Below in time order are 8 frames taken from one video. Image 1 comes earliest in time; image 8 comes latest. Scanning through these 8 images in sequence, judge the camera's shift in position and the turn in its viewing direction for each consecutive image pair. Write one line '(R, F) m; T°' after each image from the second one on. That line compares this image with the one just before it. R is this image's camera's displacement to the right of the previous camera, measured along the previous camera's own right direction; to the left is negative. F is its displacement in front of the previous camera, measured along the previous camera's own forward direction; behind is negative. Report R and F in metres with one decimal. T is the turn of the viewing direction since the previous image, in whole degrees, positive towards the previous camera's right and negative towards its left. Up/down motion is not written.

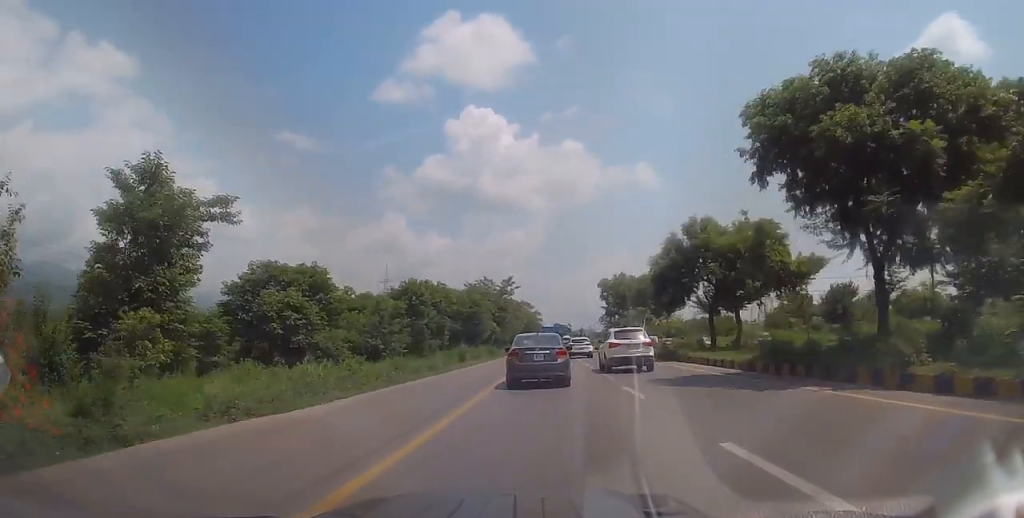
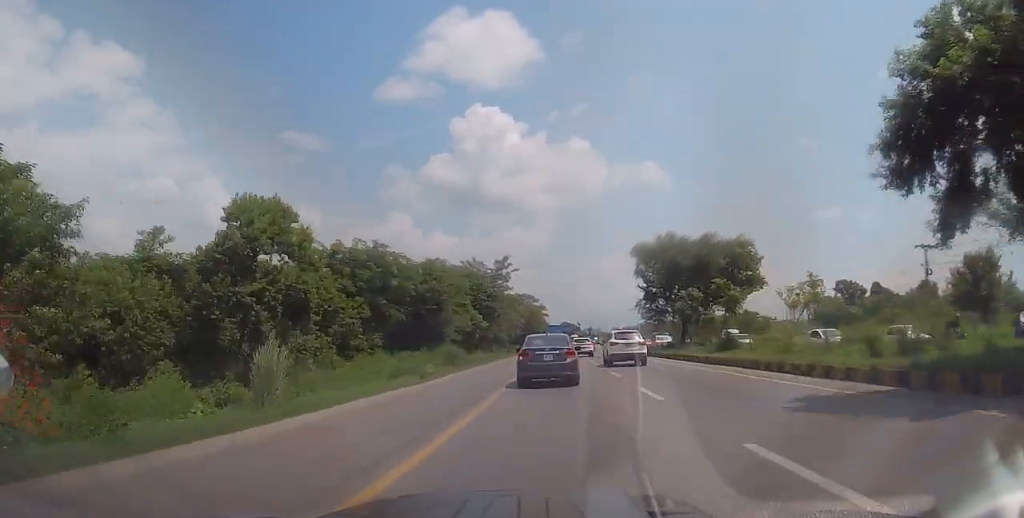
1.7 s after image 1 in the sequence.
(+0.4, +27.0) m; +1°
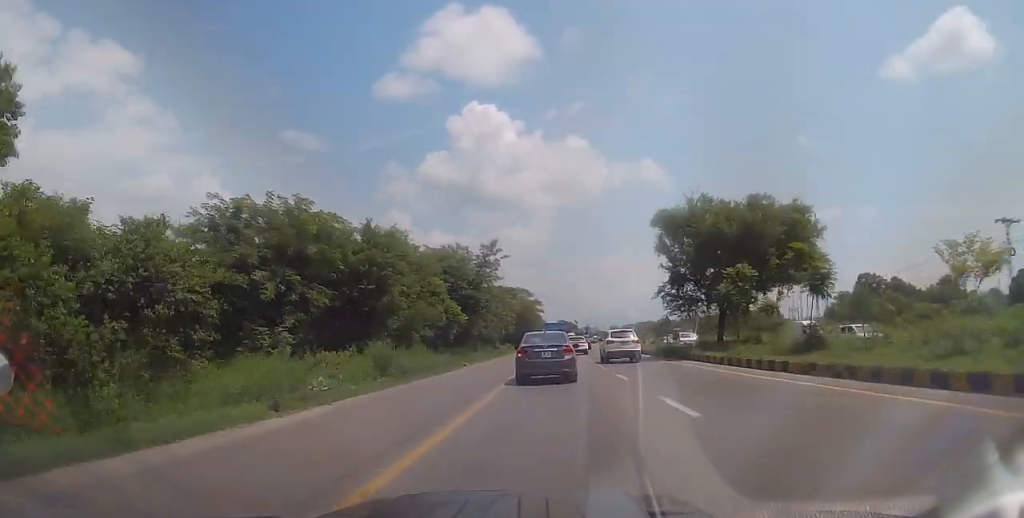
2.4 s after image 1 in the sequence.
(0.0, +12.5) m; 0°
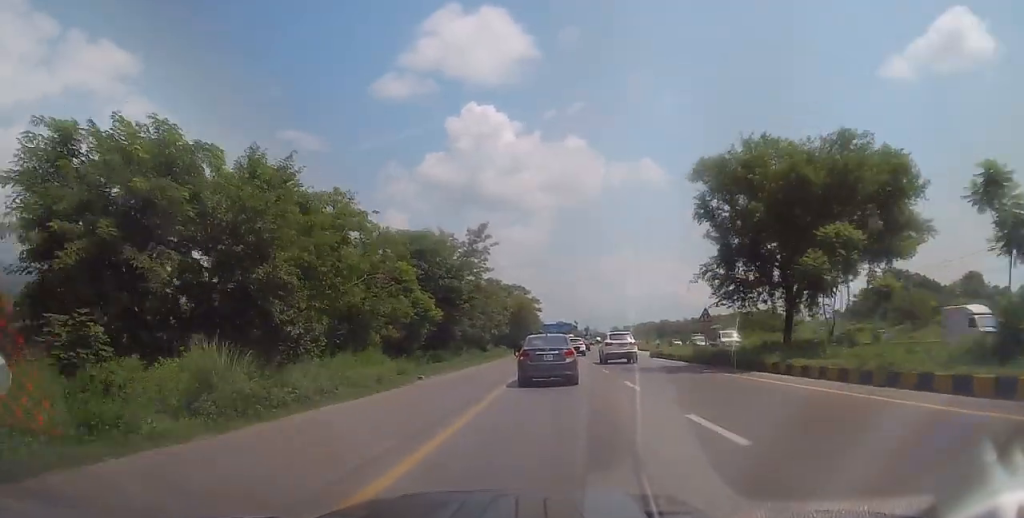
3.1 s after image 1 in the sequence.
(0.0, +11.4) m; -1°
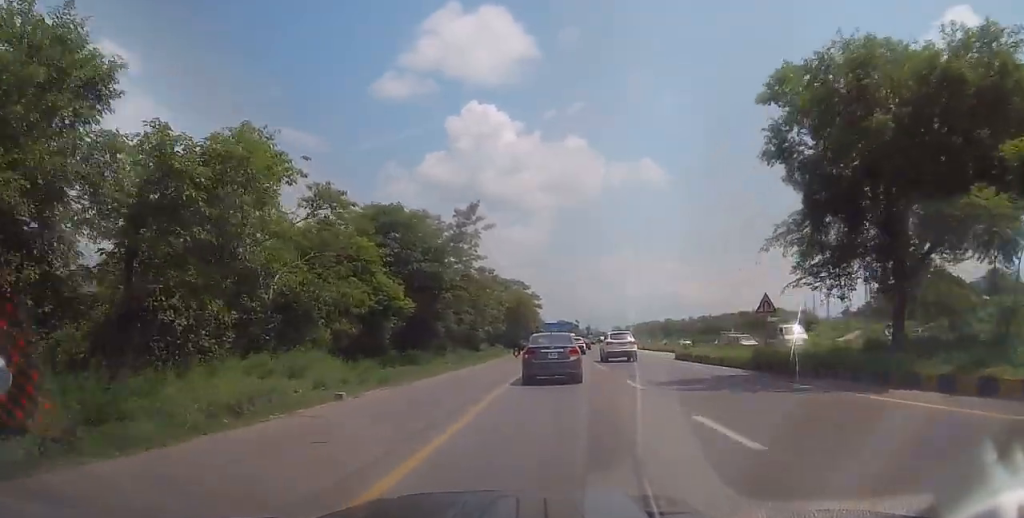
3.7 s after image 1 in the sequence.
(-0.1, +9.2) m; 0°
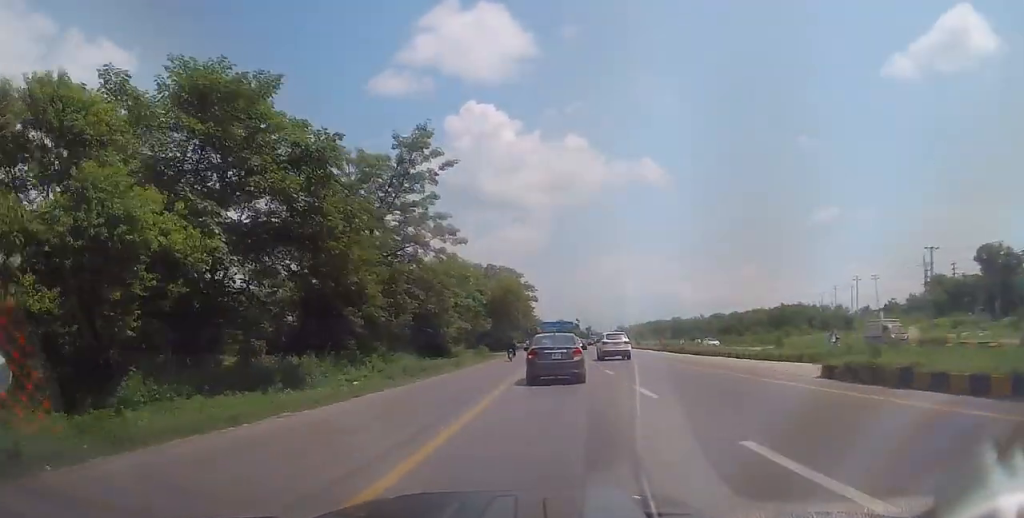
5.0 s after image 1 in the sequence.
(+0.1, +20.6) m; -1°
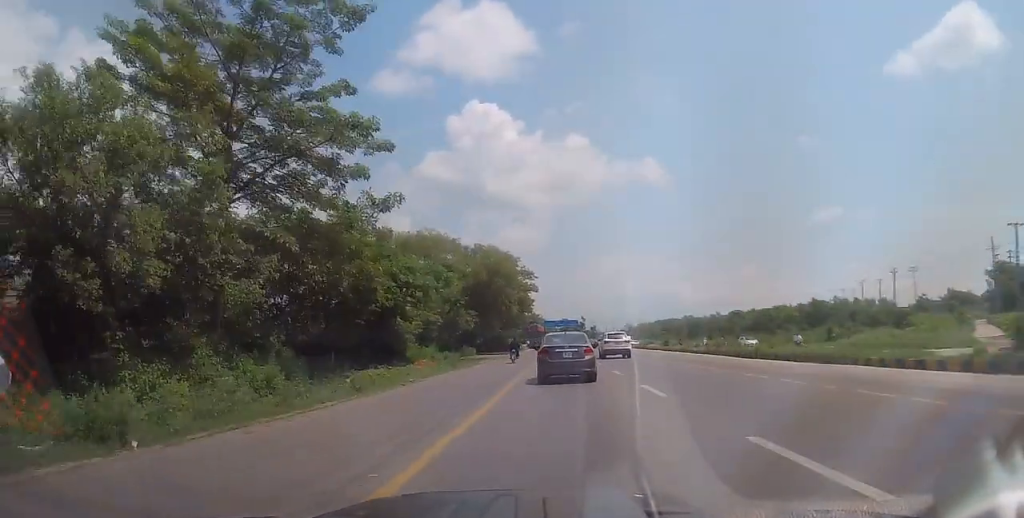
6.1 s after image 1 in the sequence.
(-0.7, +17.9) m; 0°
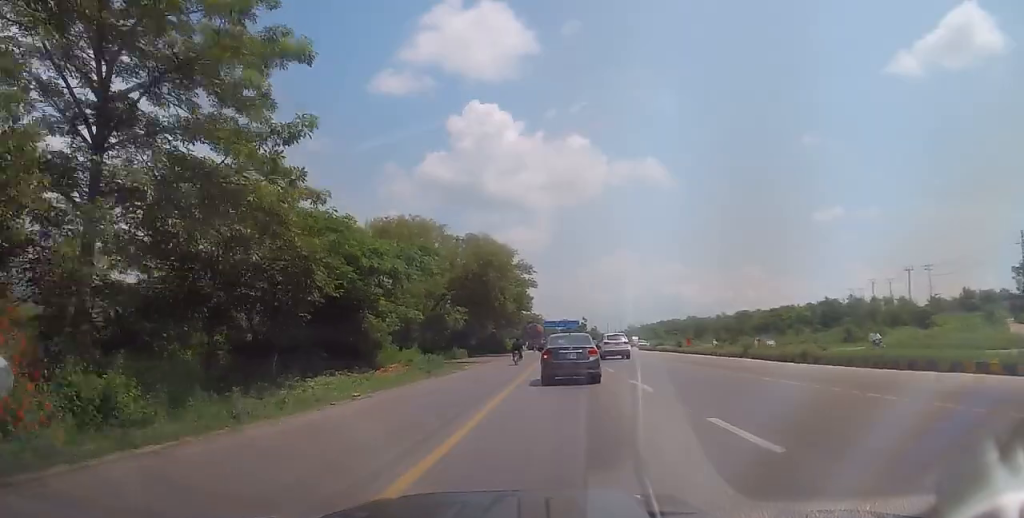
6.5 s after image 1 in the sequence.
(+0.3, +7.0) m; +1°
